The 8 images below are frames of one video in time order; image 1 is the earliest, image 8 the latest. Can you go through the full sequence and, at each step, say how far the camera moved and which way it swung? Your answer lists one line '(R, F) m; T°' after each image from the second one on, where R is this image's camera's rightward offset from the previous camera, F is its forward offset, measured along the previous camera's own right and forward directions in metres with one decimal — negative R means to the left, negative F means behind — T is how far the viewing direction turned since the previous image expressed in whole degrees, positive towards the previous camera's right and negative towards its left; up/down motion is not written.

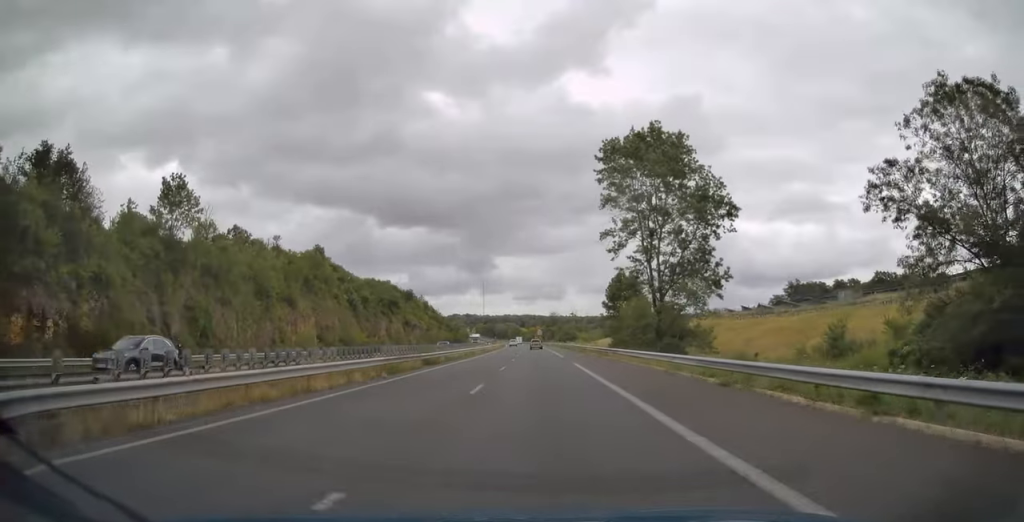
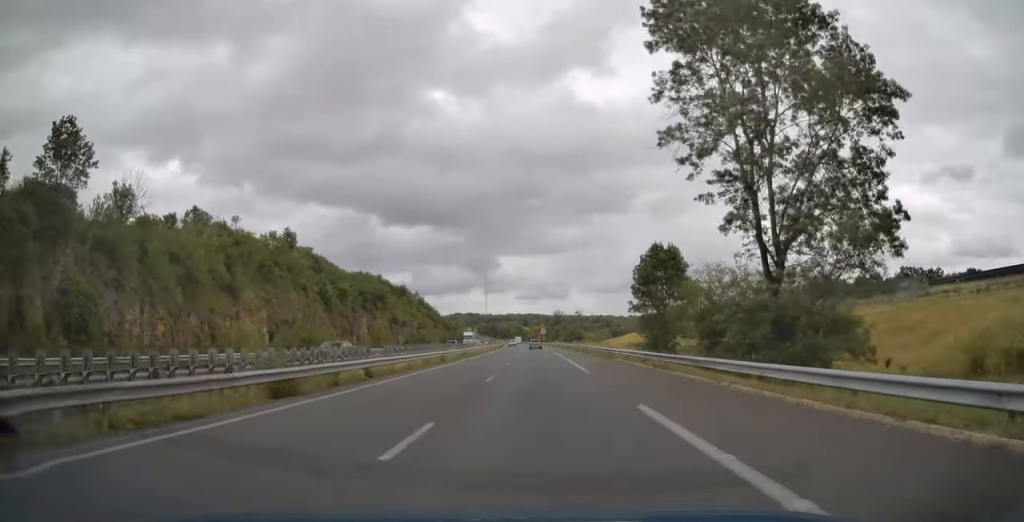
(0.0, +21.5) m; 0°
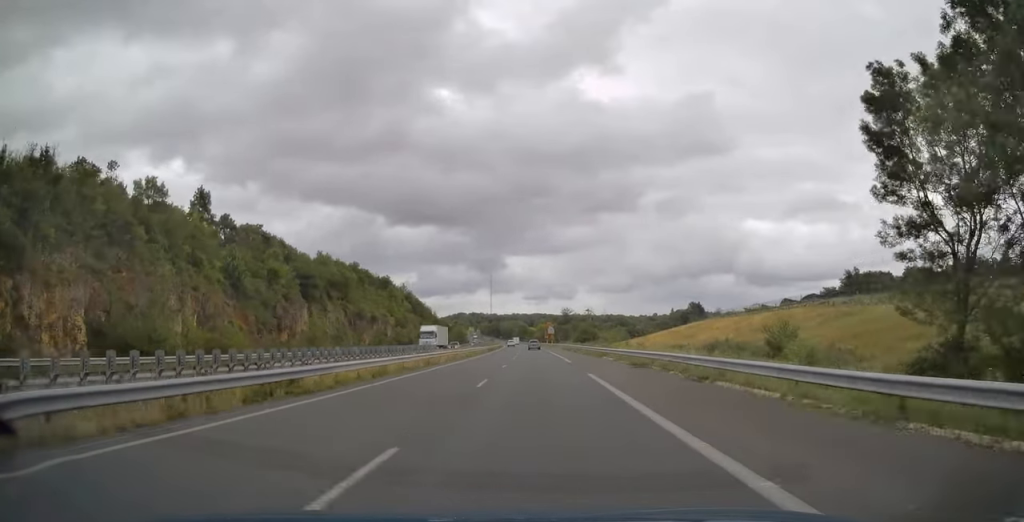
(-0.3, +41.3) m; -1°
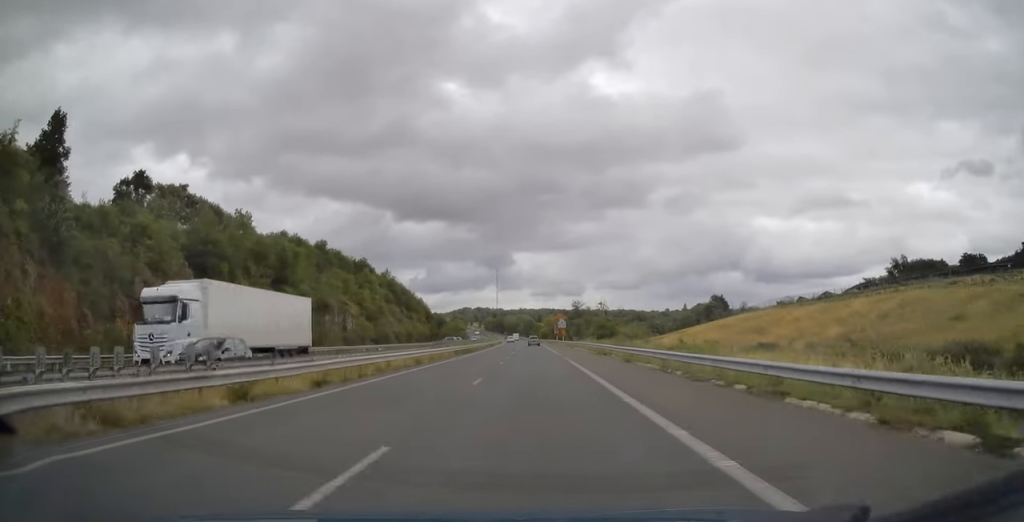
(-0.1, +39.2) m; 0°
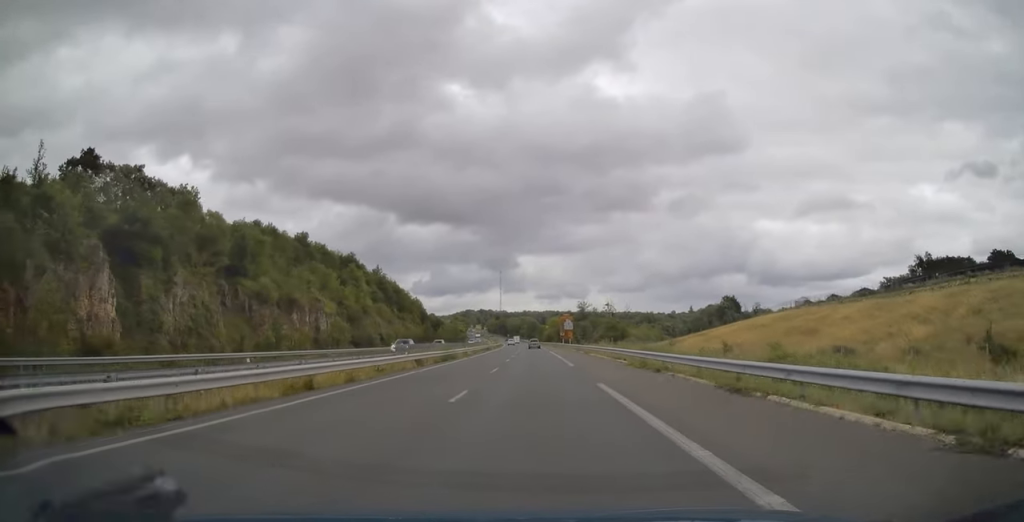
(+0.3, +17.2) m; 0°
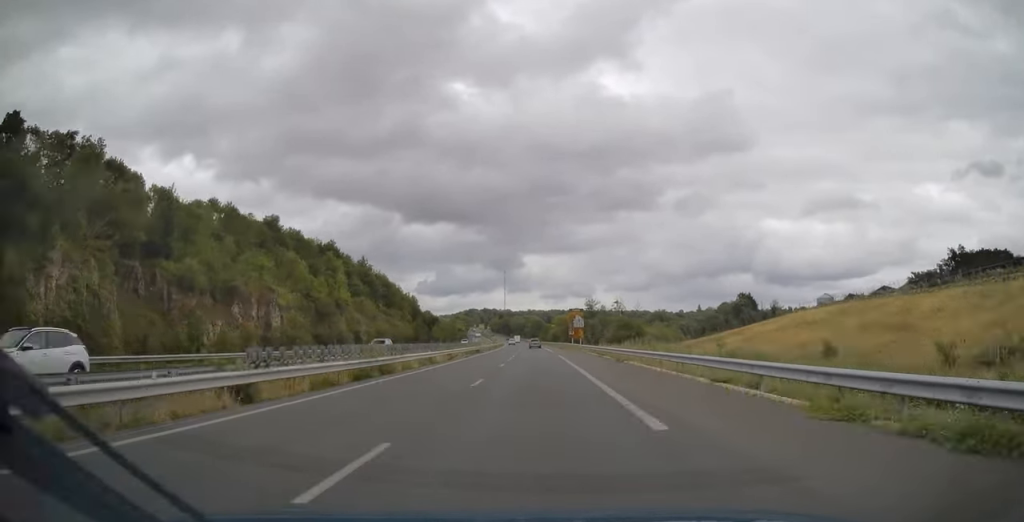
(-0.5, +21.5) m; -1°
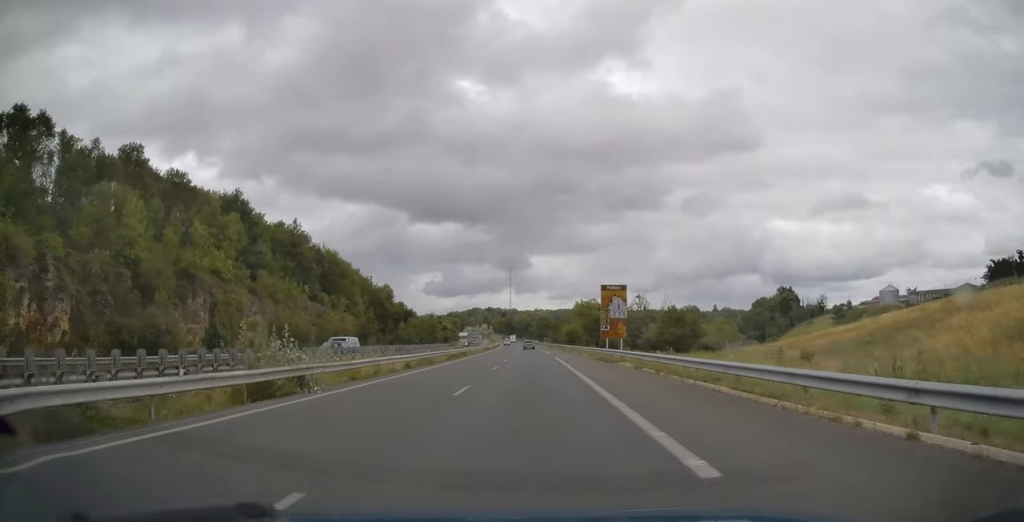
(-0.2, +54.7) m; -1°
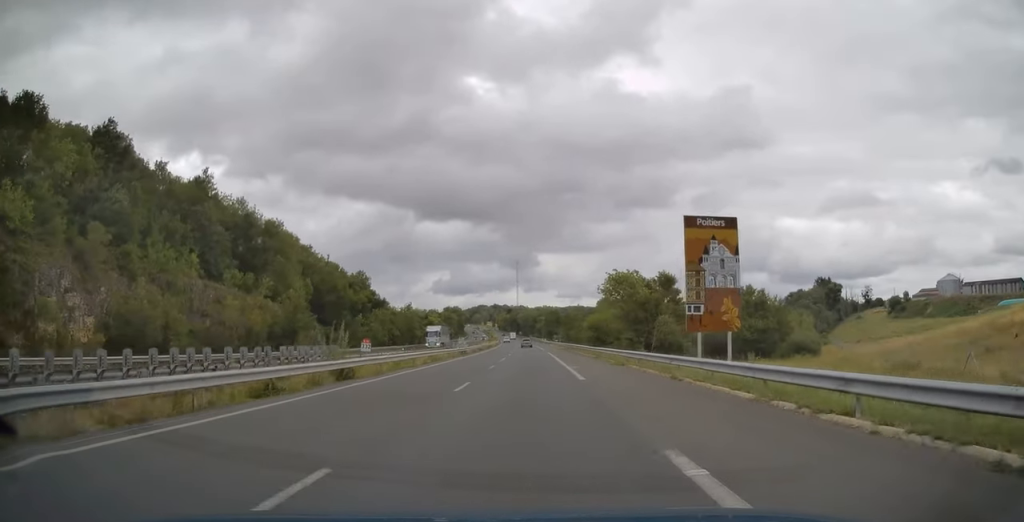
(-0.4, +38.1) m; -1°
